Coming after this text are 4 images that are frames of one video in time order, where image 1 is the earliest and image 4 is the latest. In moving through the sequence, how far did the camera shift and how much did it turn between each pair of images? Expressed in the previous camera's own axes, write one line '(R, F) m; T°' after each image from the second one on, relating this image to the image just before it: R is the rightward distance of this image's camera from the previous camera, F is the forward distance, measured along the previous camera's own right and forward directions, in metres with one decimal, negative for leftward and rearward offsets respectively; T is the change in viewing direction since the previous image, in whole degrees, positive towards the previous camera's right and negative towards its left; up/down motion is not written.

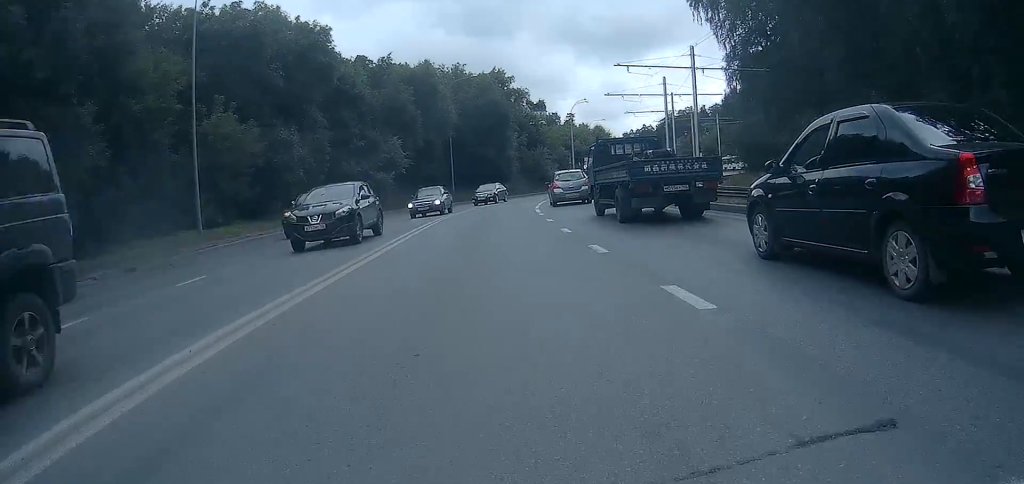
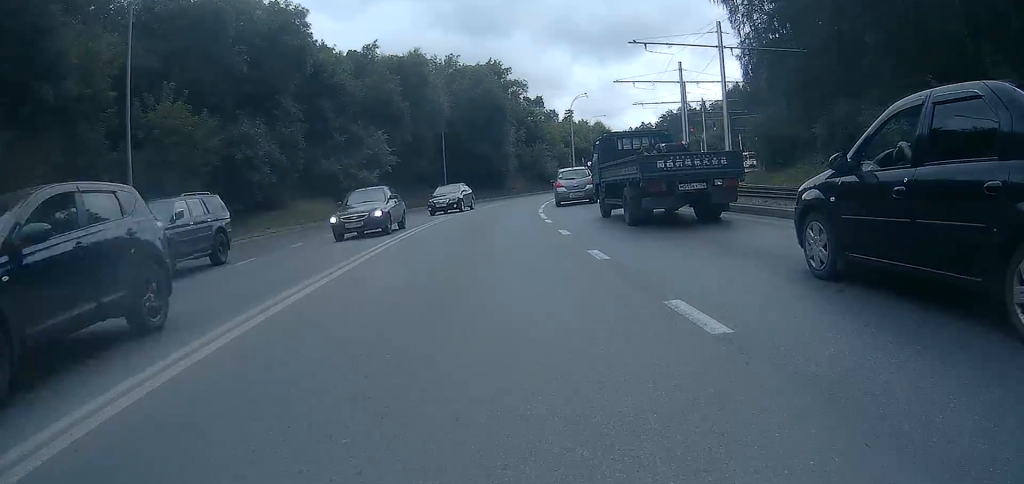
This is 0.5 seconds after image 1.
(-0.1, +5.5) m; 0°
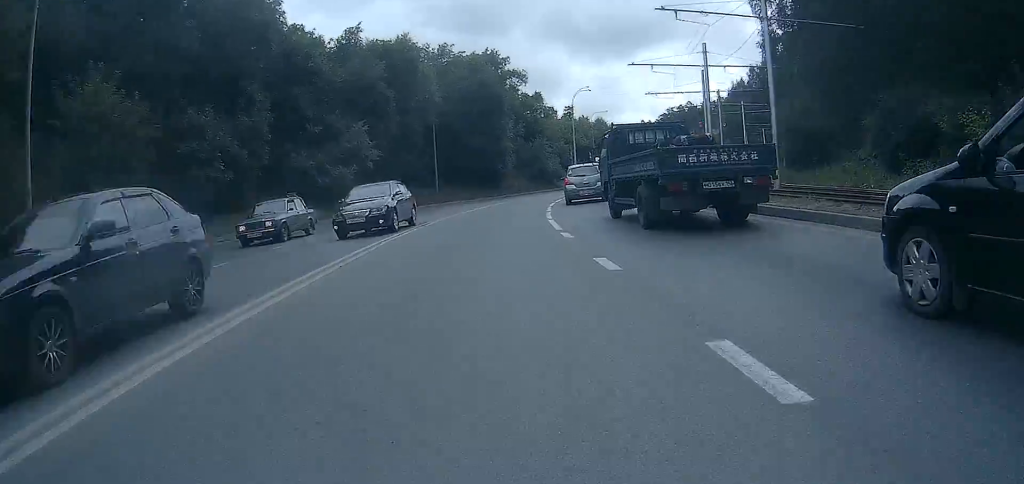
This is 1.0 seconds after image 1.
(+0.1, +5.9) m; 0°
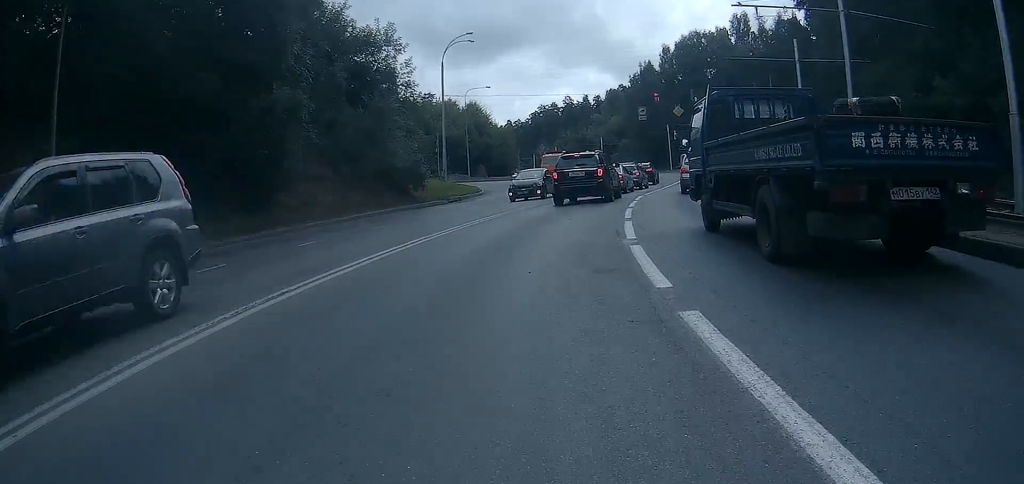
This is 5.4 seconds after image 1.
(+2.3, +40.4) m; +6°
